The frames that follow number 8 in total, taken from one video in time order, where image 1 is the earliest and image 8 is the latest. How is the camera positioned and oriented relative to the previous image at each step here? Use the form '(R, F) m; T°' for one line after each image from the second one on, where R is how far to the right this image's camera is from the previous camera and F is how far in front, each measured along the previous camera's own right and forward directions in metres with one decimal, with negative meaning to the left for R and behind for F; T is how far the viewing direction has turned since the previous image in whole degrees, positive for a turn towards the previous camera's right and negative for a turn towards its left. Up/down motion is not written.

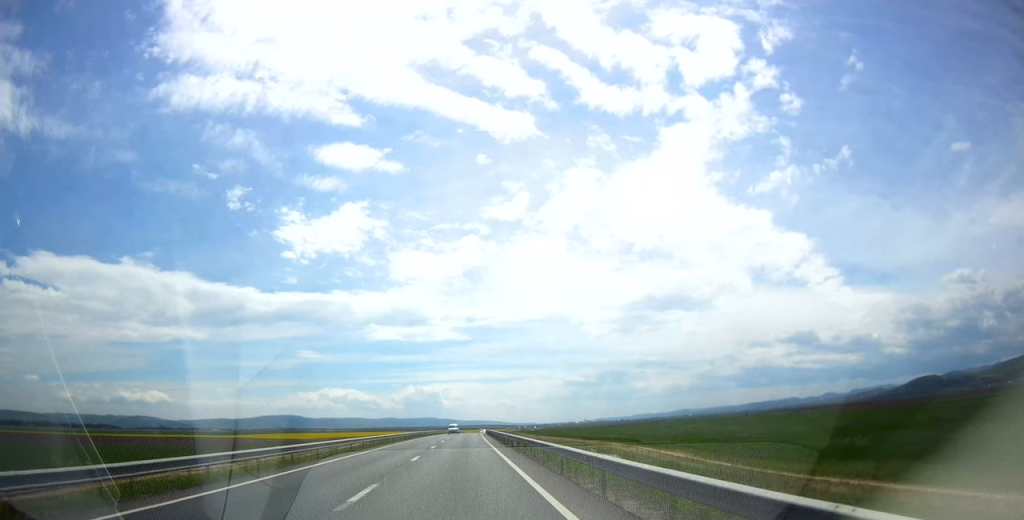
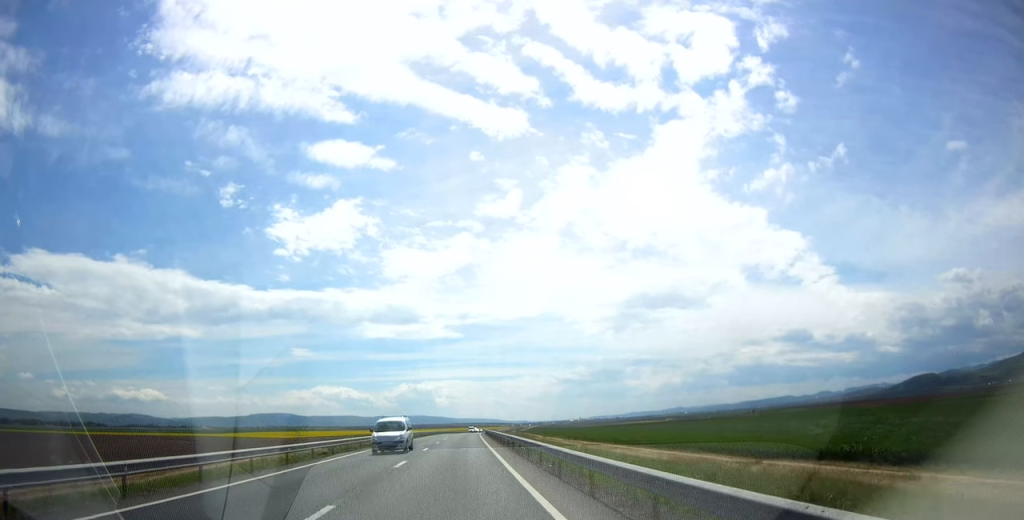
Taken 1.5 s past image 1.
(-0.1, +39.6) m; -1°
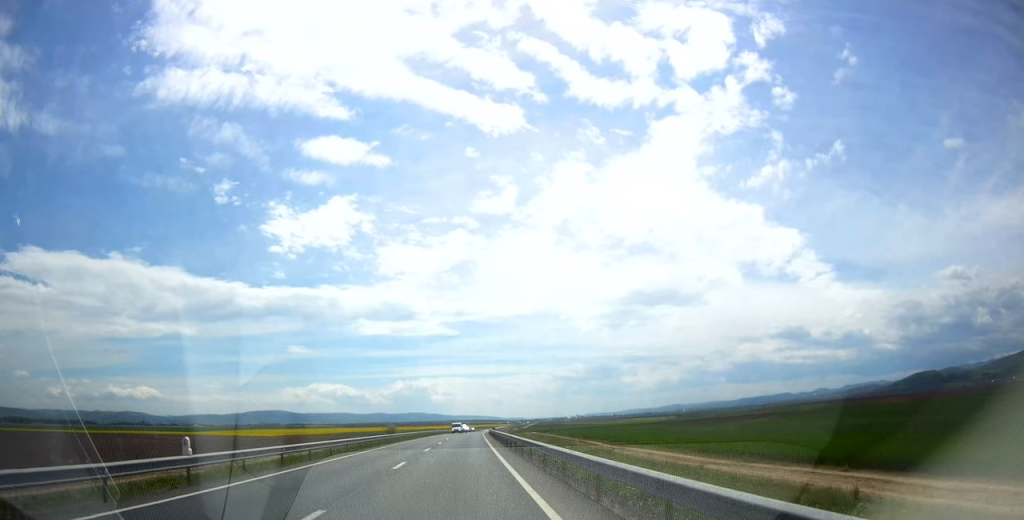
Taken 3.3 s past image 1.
(+0.5, +48.8) m; +1°
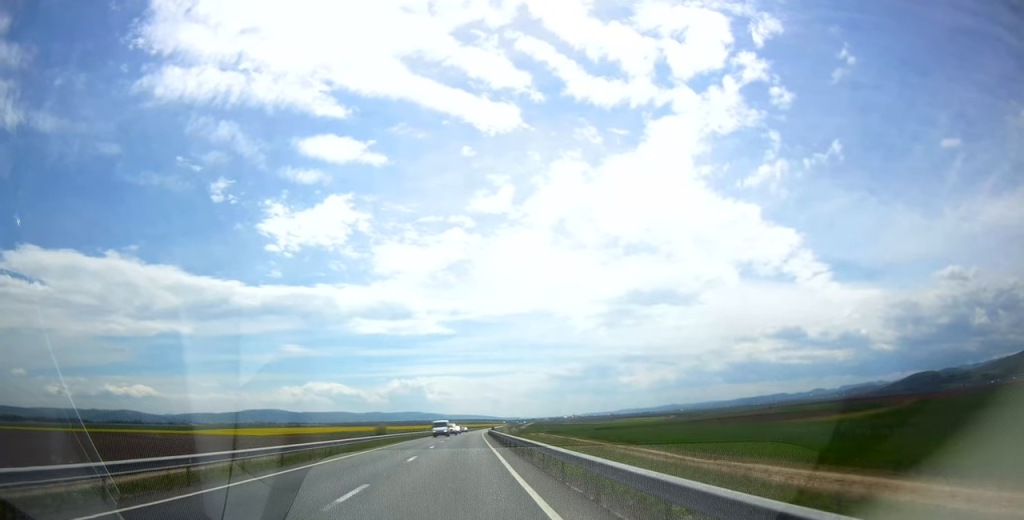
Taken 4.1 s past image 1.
(-0.2, +20.2) m; 0°
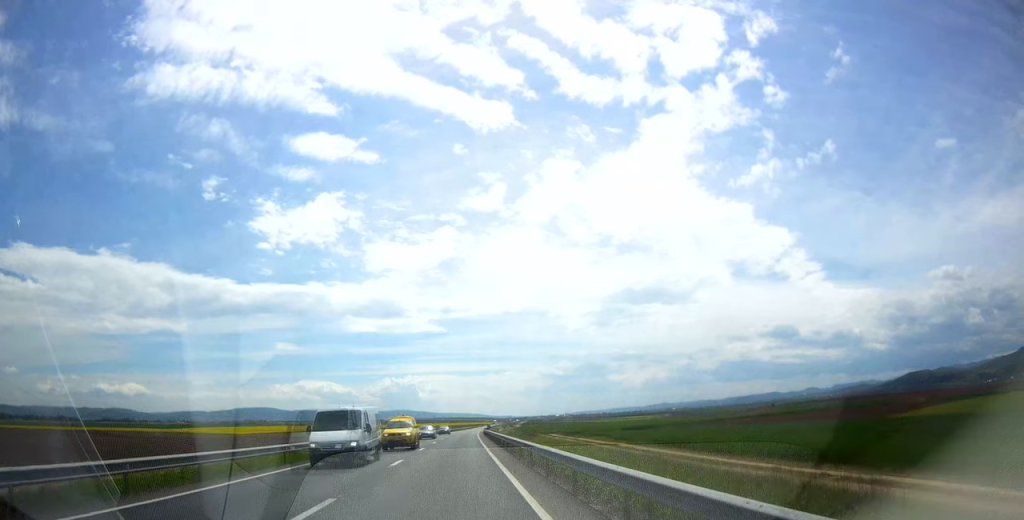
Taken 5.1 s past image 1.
(+0.1, +26.5) m; +1°
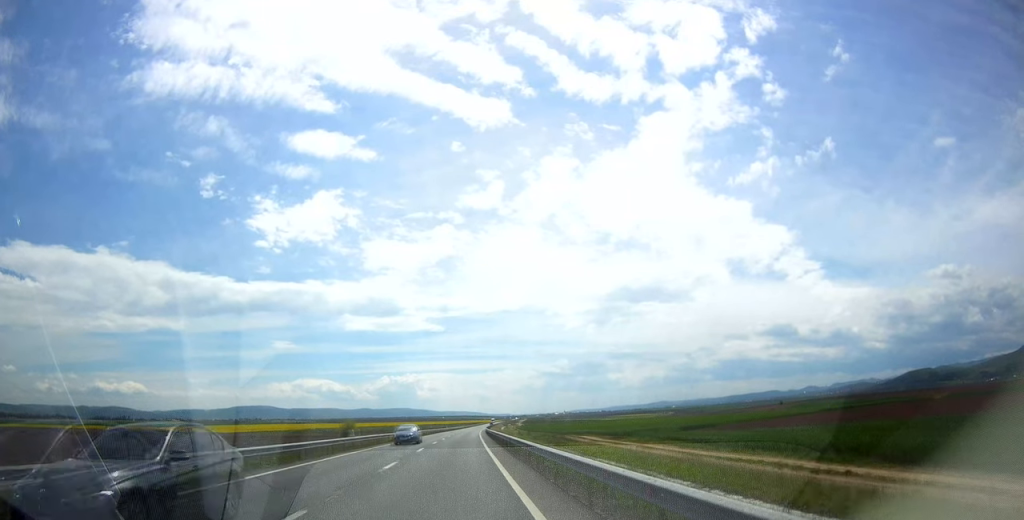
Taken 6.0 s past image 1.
(+0.3, +25.6) m; 0°
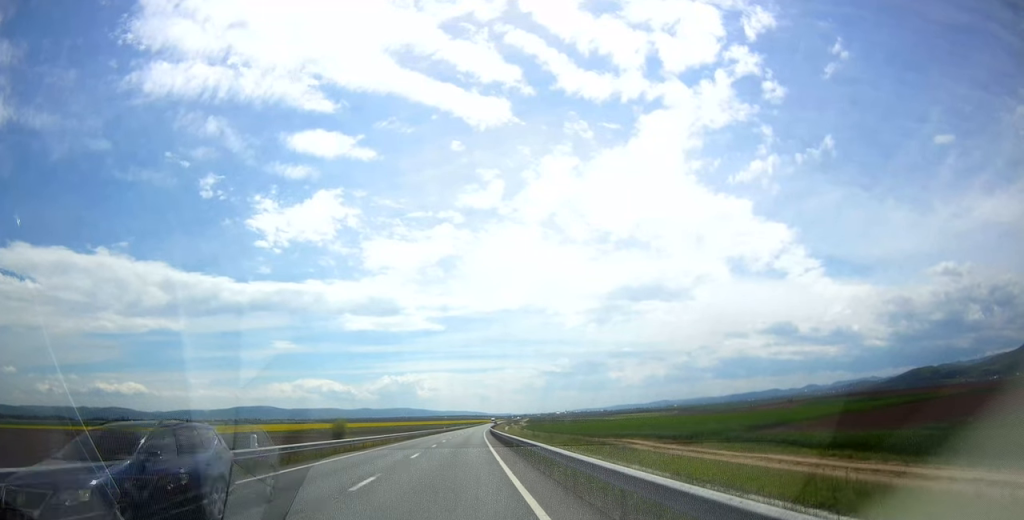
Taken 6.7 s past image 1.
(0.0, +17.2) m; 0°
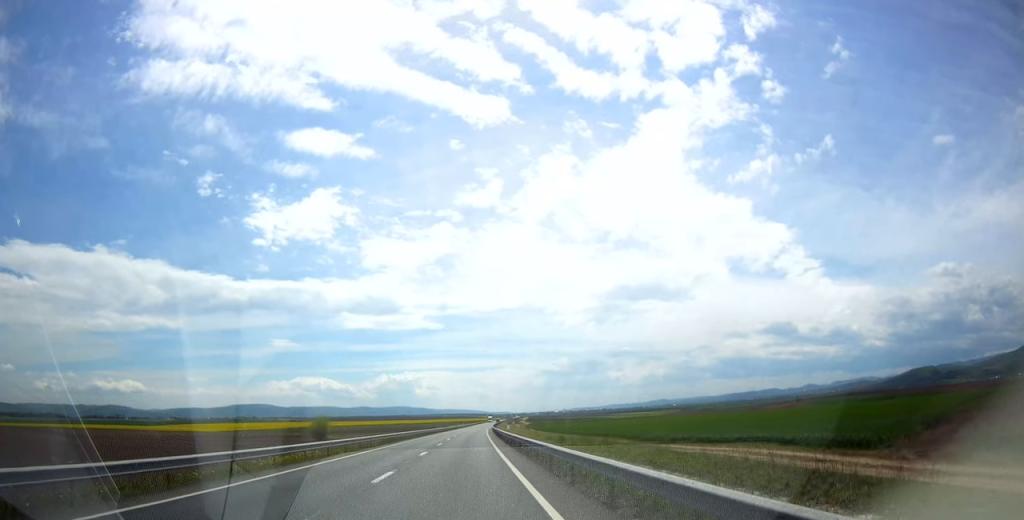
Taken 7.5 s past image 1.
(-0.3, +22.6) m; +1°
